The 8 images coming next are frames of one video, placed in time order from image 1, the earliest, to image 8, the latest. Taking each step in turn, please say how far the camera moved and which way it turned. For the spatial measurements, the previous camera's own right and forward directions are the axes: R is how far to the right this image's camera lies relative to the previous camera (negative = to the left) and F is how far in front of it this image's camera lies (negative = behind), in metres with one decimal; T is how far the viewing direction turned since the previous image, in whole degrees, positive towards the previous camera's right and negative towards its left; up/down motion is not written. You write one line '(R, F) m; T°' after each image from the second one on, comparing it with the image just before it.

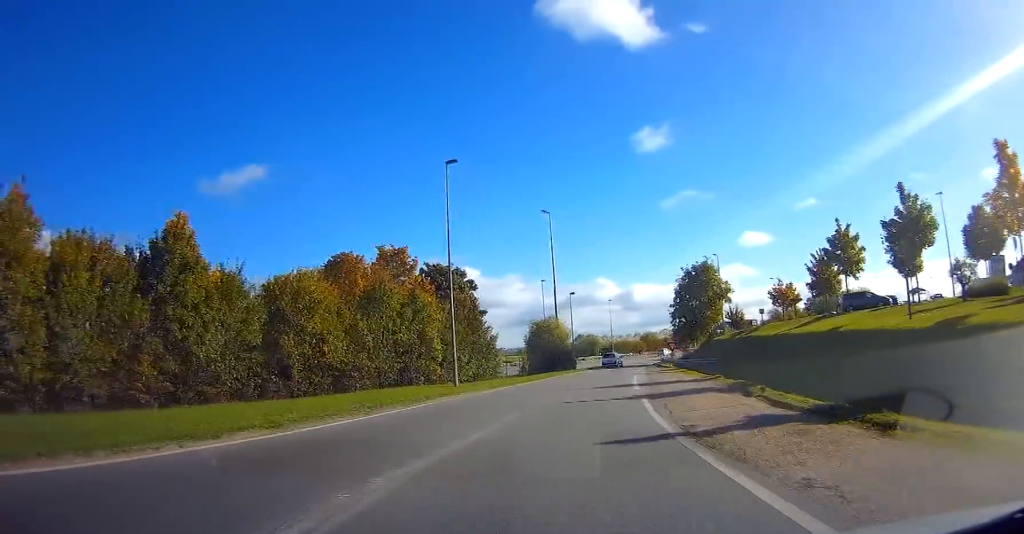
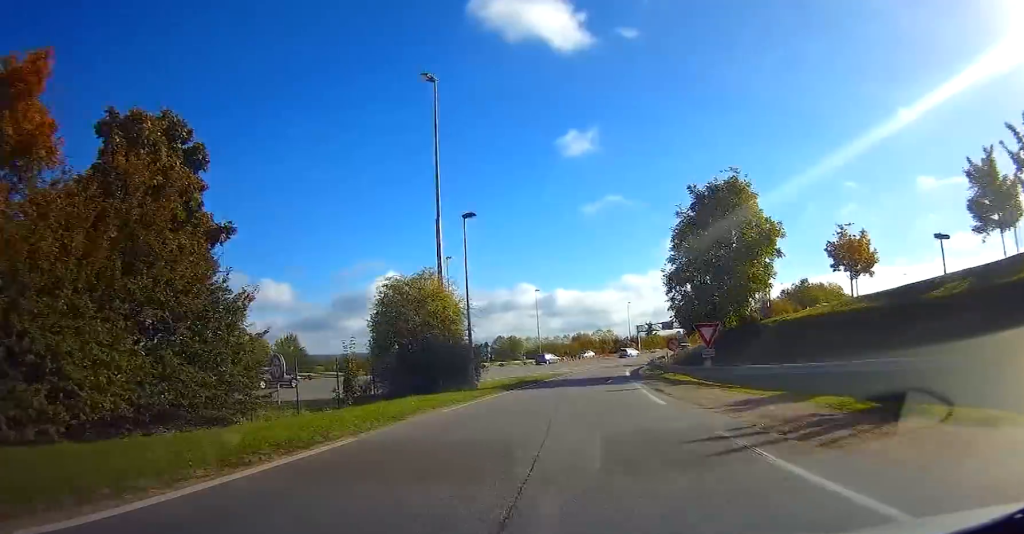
(+3.3, +35.8) m; +7°
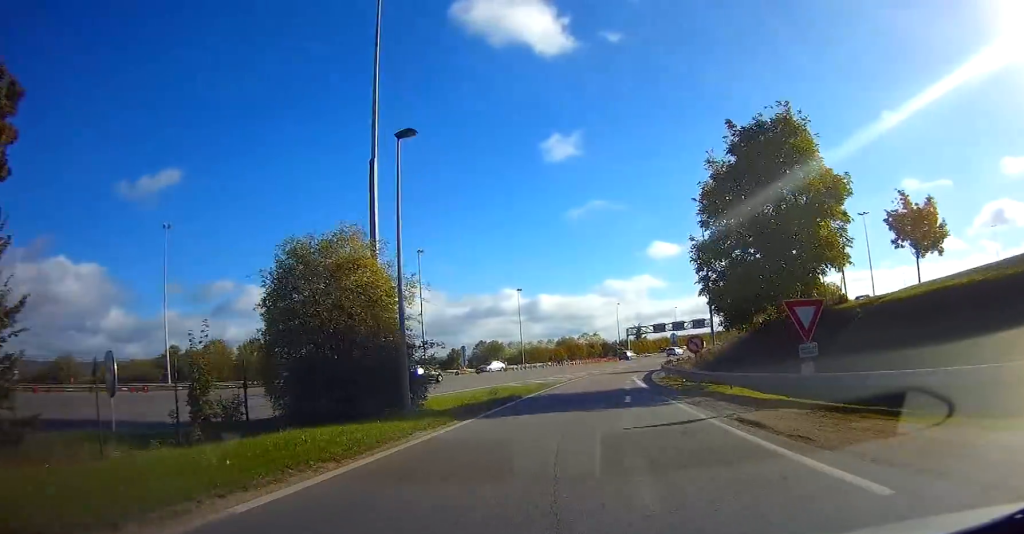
(0.0, +10.7) m; +2°
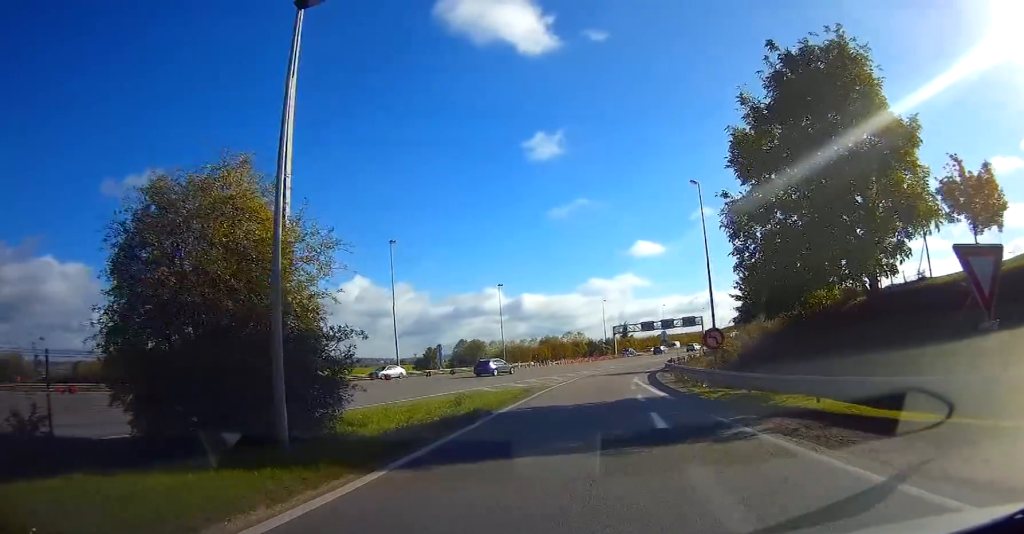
(+0.2, +7.4) m; +2°
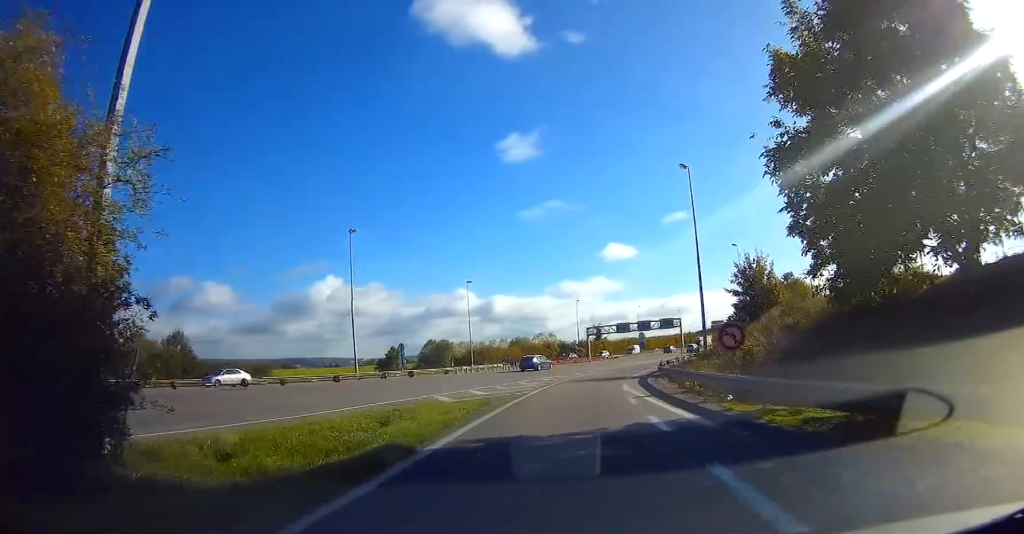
(+0.1, +7.0) m; +2°
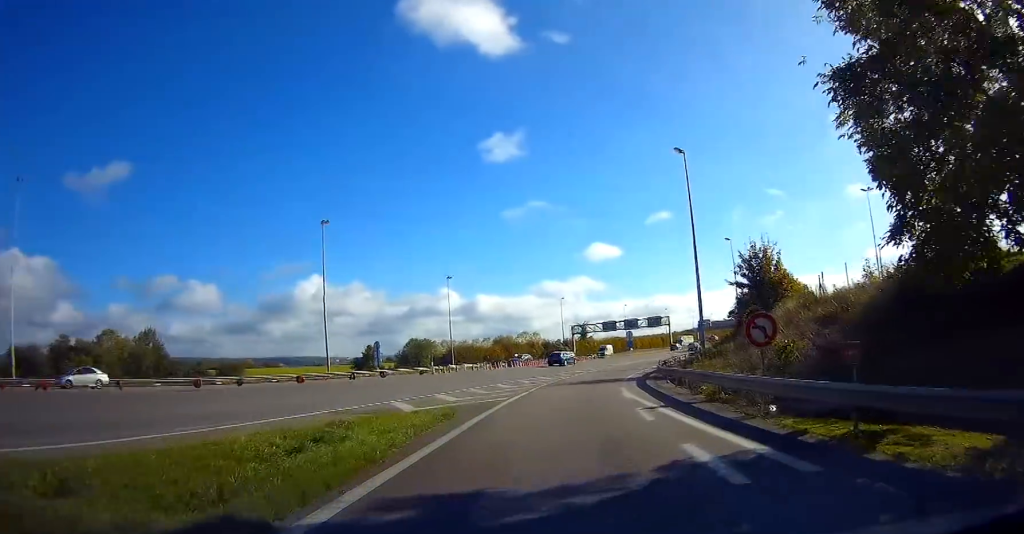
(+0.1, +4.8) m; +1°
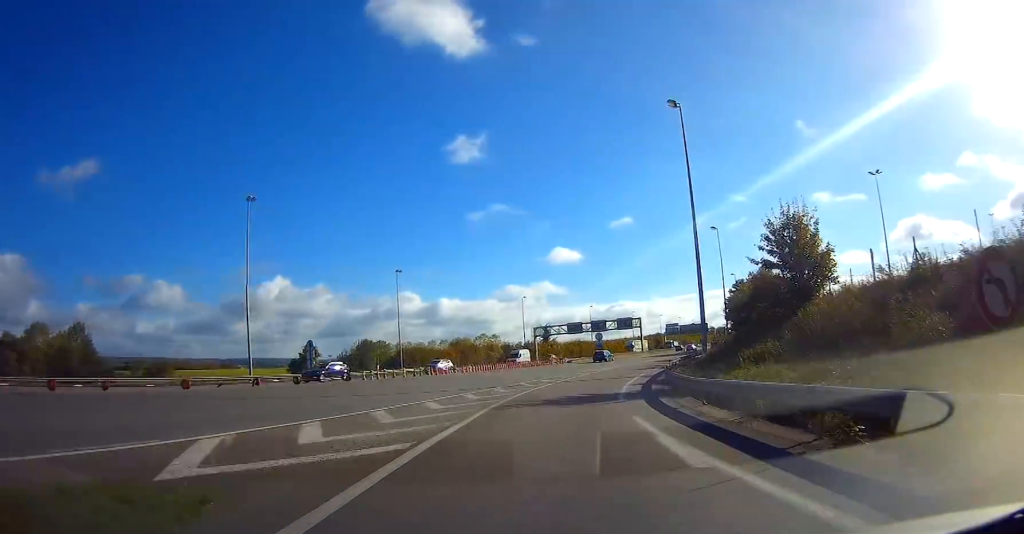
(+0.2, +11.9) m; +3°
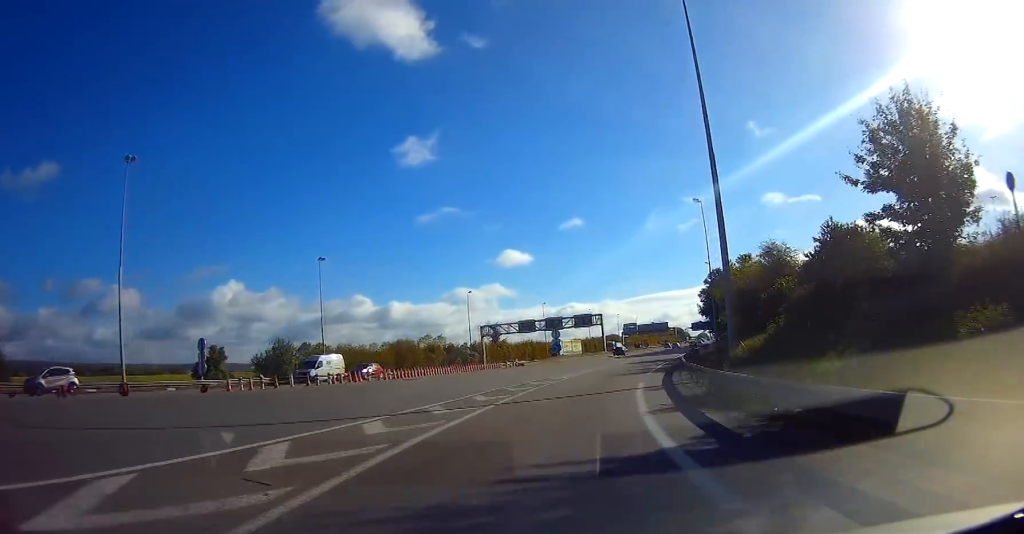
(+0.8, +15.2) m; +6°
